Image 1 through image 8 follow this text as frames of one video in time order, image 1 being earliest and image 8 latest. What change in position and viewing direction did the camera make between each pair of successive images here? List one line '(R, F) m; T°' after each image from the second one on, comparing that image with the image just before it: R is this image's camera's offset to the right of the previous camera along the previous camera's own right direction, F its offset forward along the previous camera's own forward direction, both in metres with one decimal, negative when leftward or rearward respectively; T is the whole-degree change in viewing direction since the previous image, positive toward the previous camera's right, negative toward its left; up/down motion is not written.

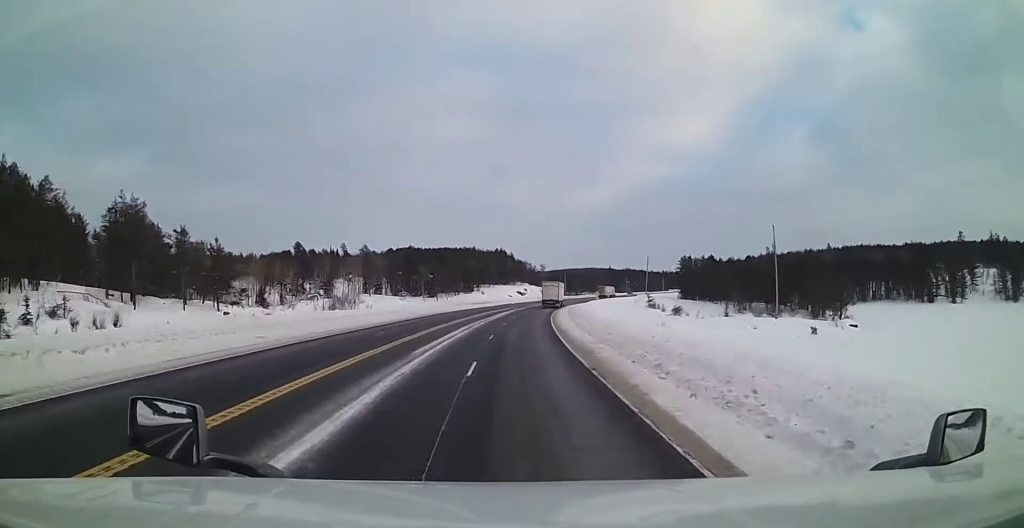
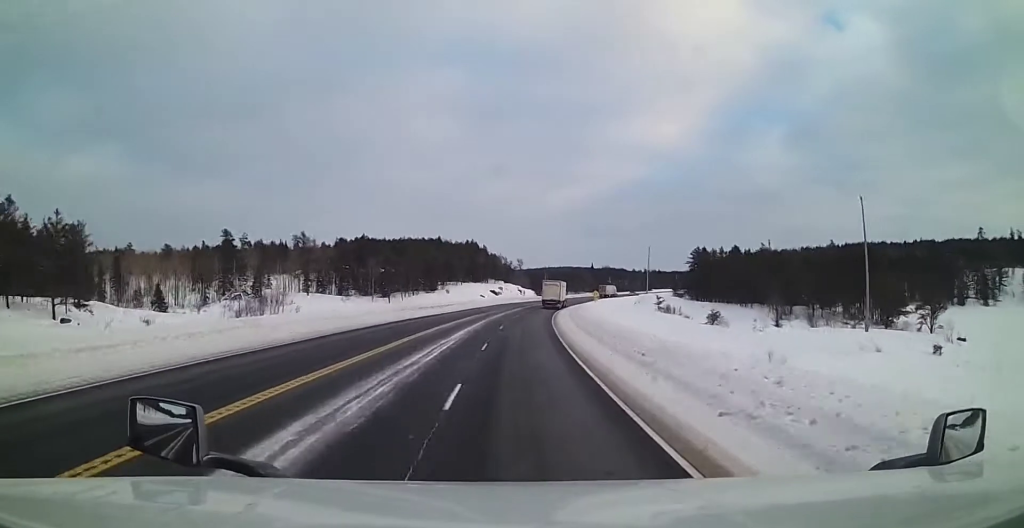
(+0.4, +28.6) m; +2°
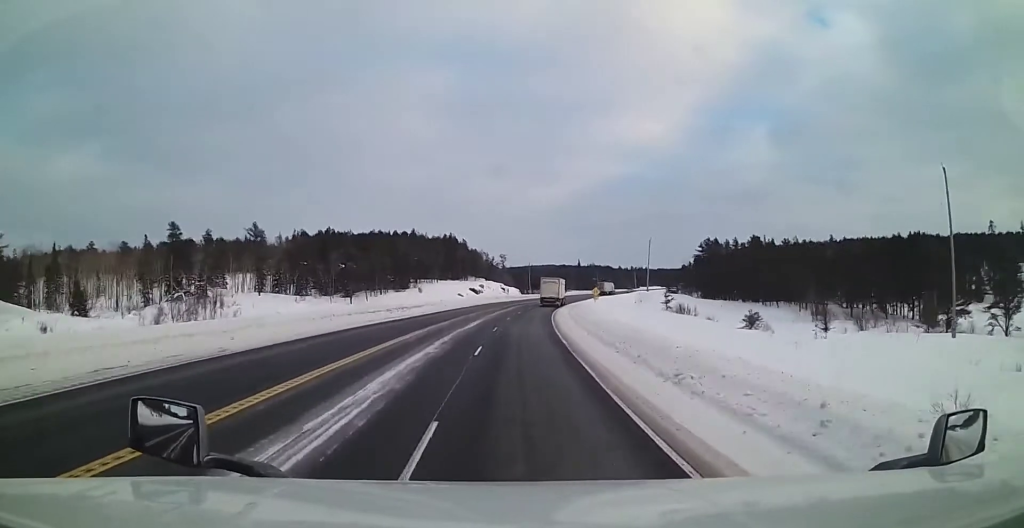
(+0.1, +15.7) m; +1°
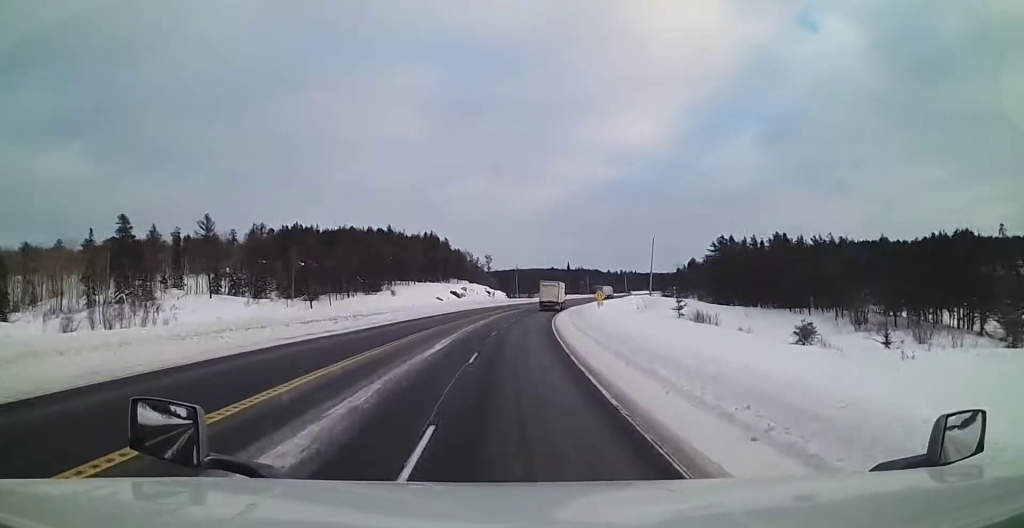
(+0.1, +13.0) m; +2°
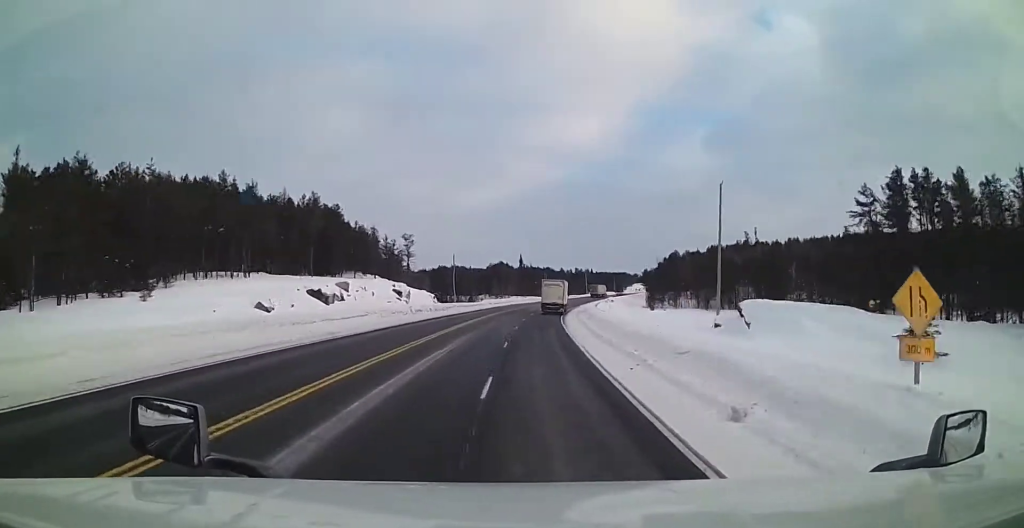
(+3.3, +54.2) m; +6°
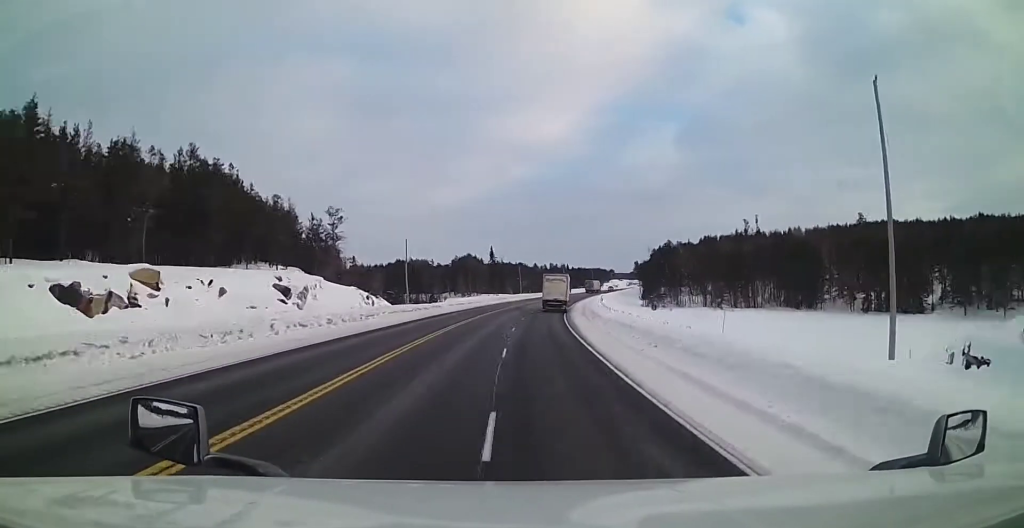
(+0.5, +28.8) m; +3°
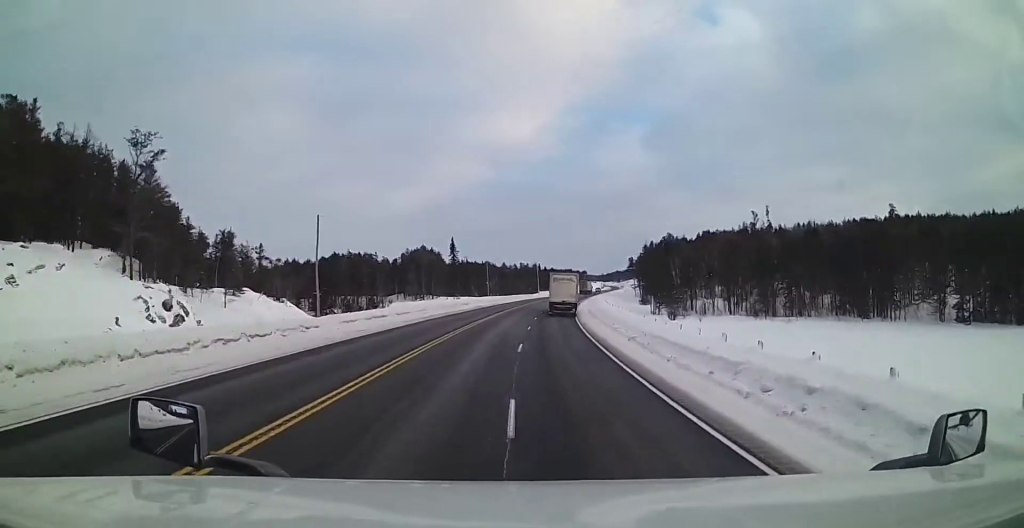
(+1.3, +34.8) m; +5°
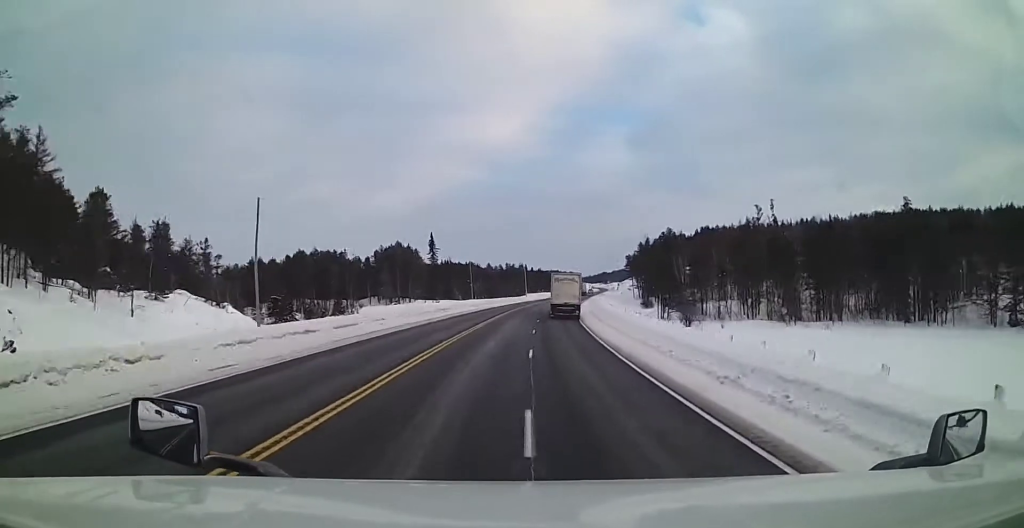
(+0.2, +13.7) m; +2°
